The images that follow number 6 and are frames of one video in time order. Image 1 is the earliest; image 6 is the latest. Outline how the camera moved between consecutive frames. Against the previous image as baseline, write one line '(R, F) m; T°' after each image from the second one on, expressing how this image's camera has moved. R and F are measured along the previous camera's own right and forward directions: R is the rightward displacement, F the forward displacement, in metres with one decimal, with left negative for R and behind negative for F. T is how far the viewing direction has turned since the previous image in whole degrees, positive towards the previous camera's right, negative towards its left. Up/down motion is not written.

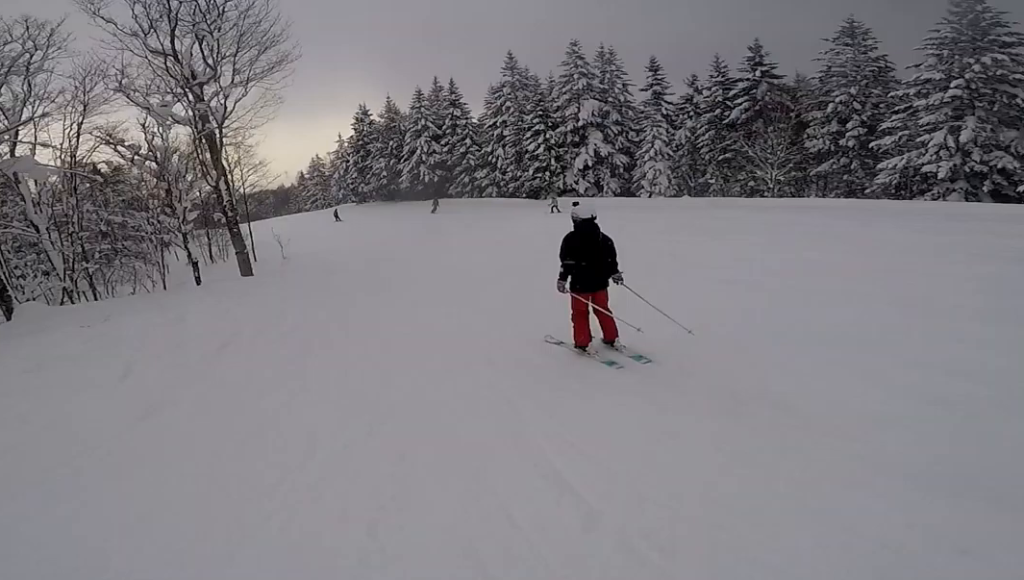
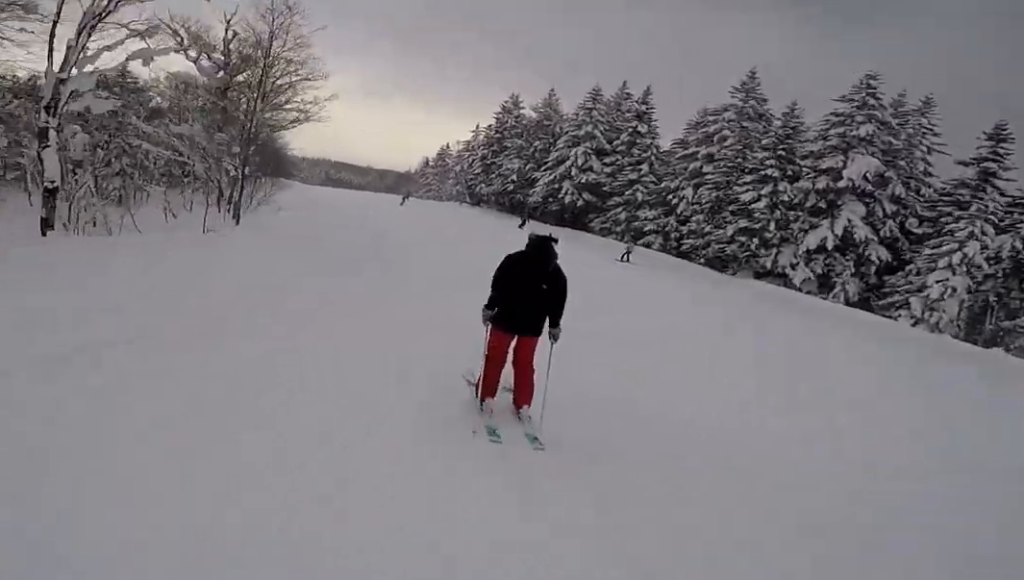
(+0.2, +13.3) m; -8°
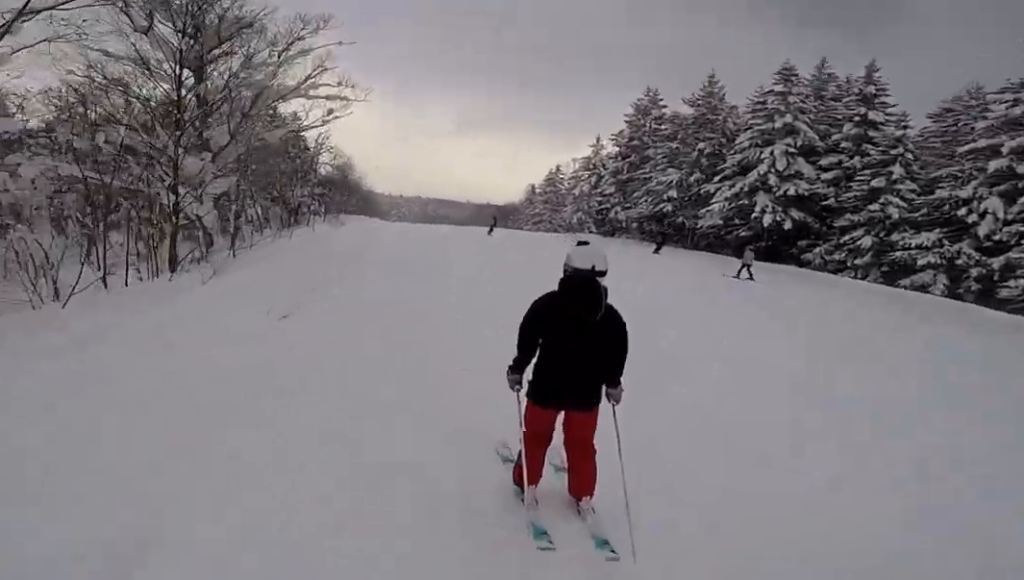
(-1.8, +13.6) m; -12°
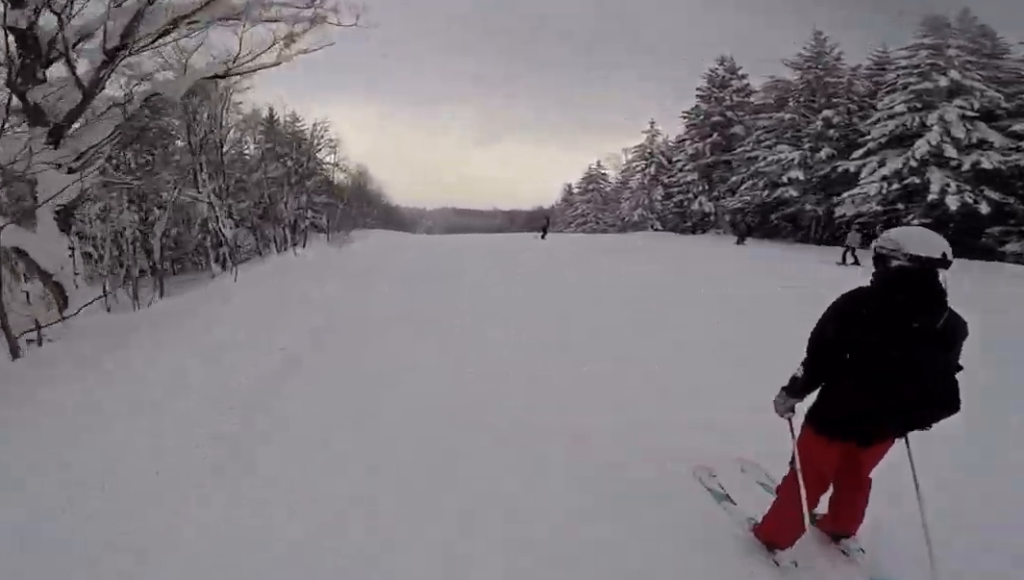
(-0.6, +9.4) m; -1°
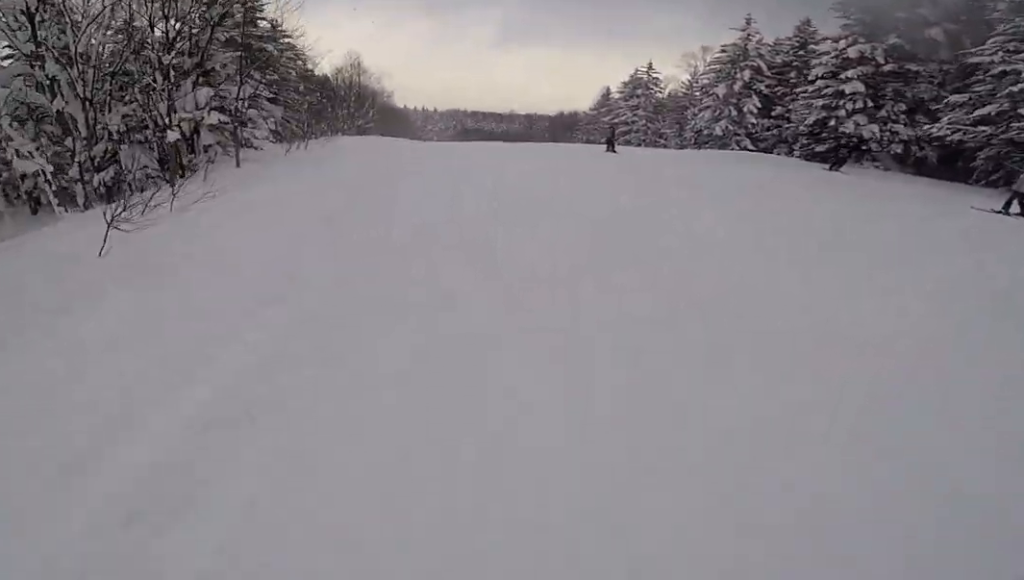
(+0.7, +12.4) m; +1°
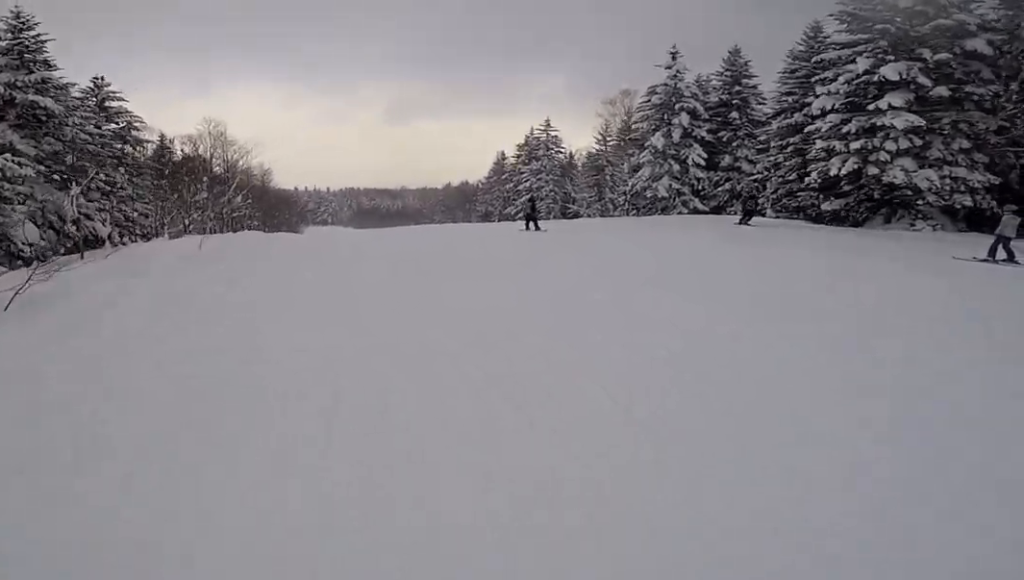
(-1.3, +12.0) m; -4°
